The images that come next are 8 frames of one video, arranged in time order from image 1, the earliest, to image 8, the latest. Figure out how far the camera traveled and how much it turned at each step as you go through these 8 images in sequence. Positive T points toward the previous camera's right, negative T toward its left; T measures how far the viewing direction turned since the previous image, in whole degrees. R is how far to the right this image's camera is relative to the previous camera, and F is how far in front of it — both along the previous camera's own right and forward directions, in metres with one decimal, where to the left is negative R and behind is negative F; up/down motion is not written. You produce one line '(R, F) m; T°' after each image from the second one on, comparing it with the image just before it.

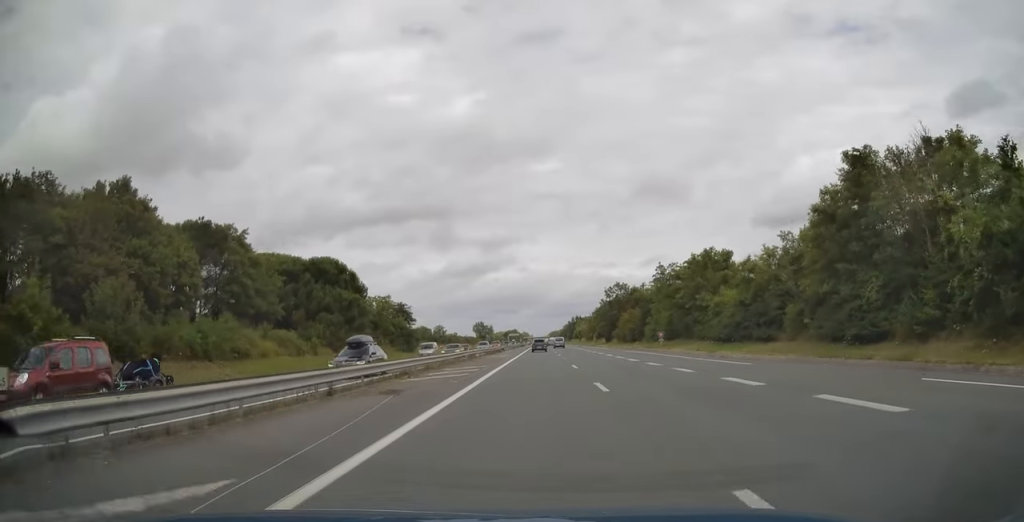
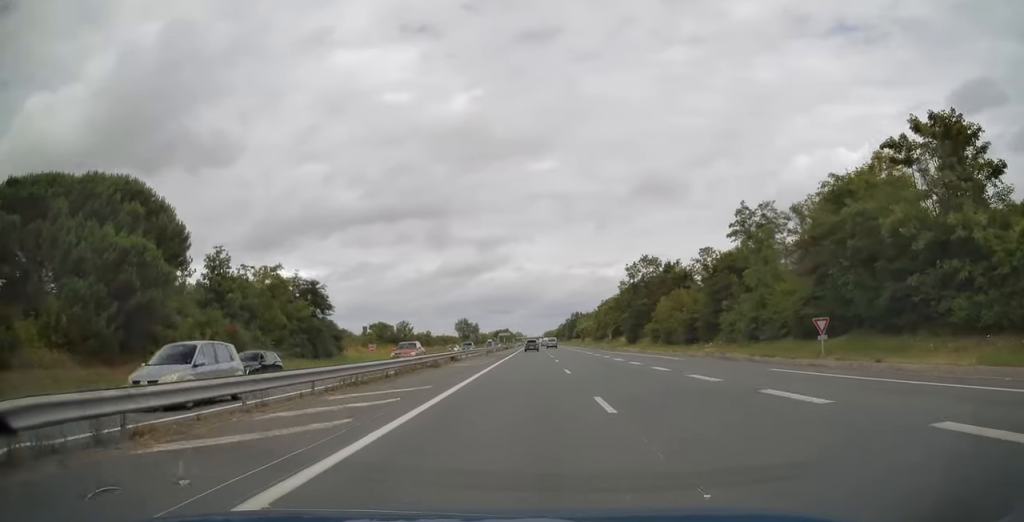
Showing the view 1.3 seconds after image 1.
(0.0, +43.2) m; 0°
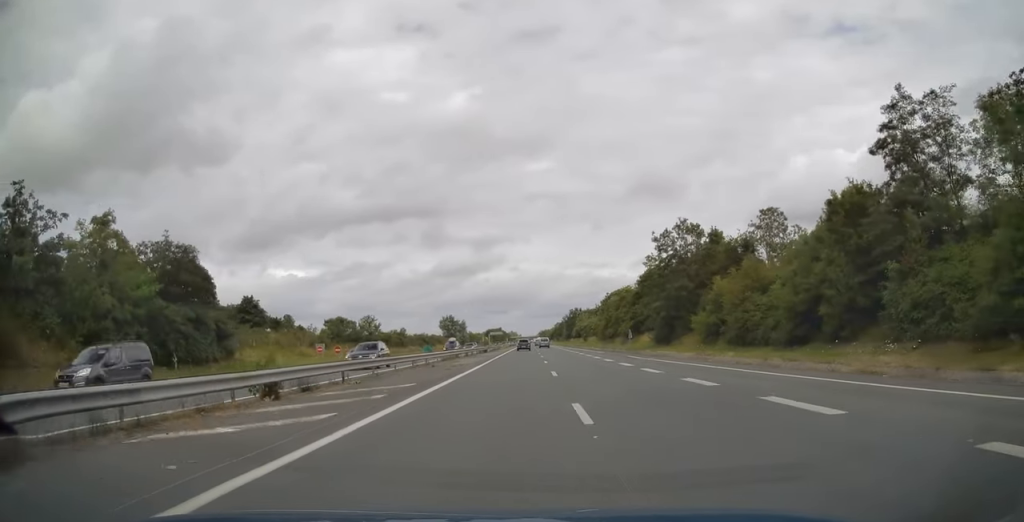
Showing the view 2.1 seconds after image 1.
(+0.1, +27.4) m; 0°
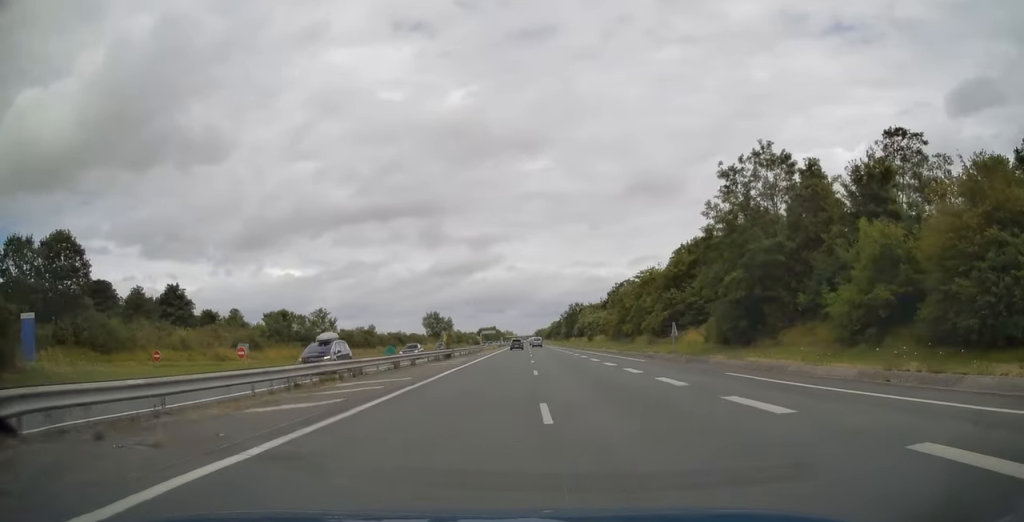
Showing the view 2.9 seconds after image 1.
(+0.1, +25.7) m; 0°
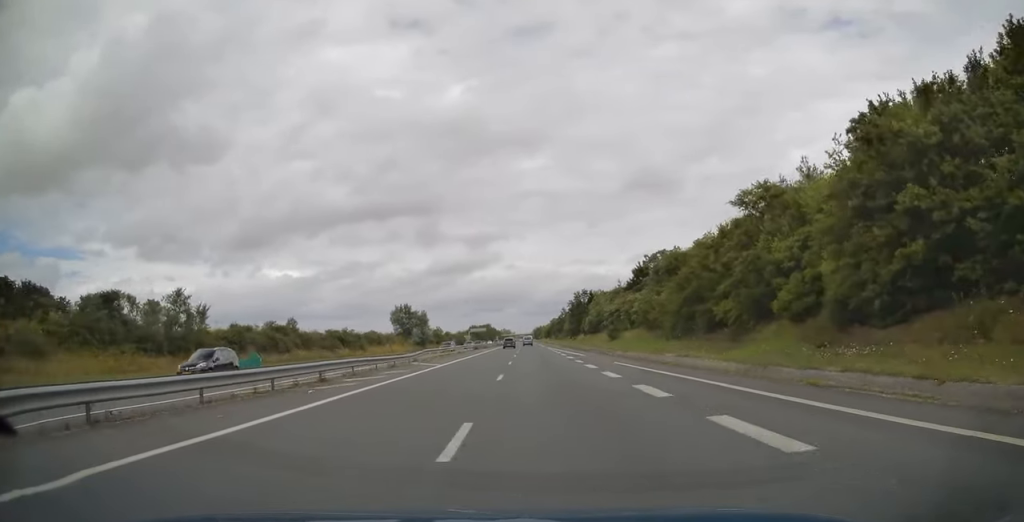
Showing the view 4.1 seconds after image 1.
(+0.1, +41.9) m; 0°
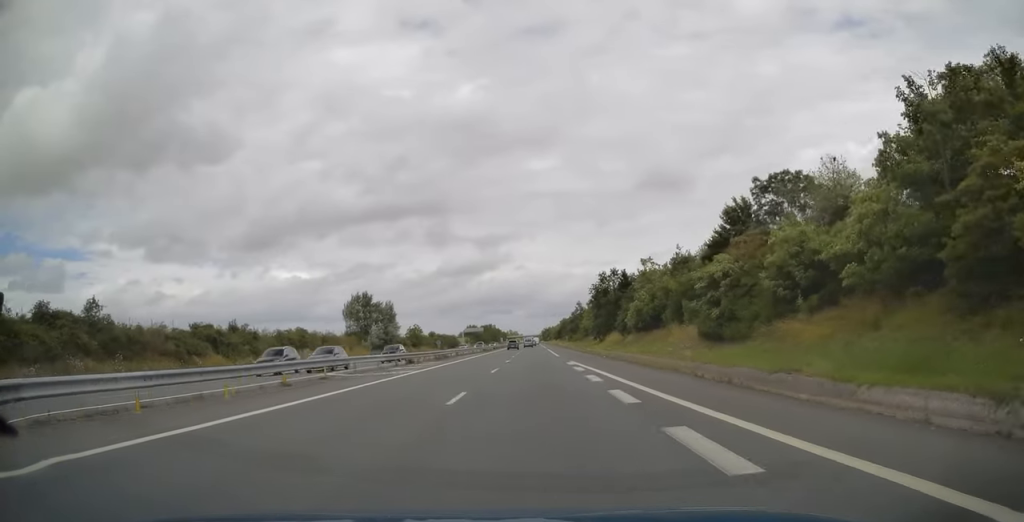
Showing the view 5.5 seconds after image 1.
(-0.2, +45.9) m; -1°
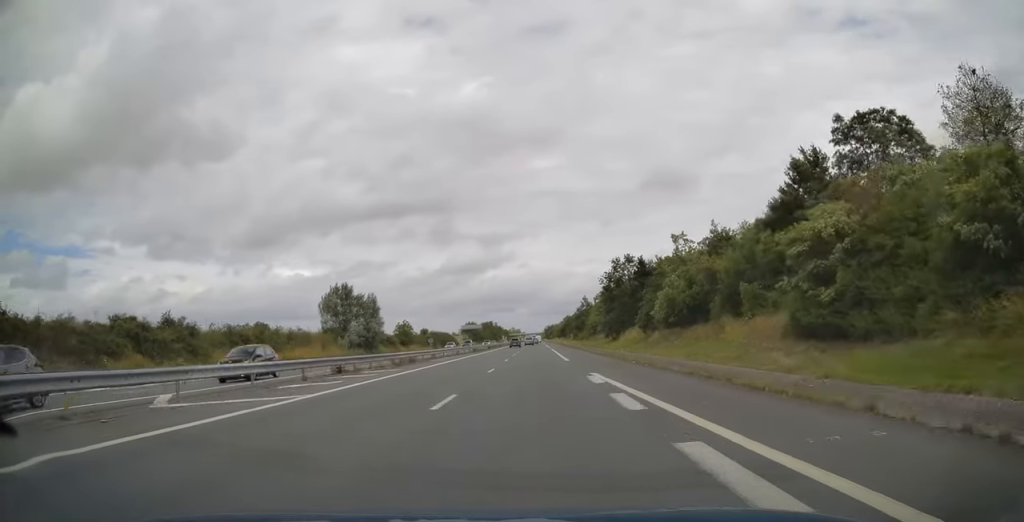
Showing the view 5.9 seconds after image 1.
(0.0, +14.2) m; 0°
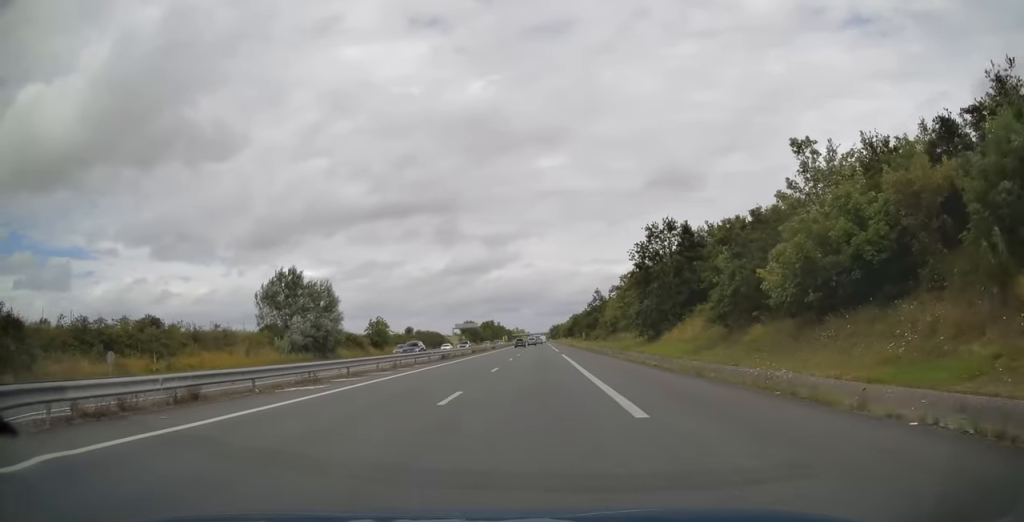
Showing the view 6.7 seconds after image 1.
(-0.1, +25.1) m; 0°
